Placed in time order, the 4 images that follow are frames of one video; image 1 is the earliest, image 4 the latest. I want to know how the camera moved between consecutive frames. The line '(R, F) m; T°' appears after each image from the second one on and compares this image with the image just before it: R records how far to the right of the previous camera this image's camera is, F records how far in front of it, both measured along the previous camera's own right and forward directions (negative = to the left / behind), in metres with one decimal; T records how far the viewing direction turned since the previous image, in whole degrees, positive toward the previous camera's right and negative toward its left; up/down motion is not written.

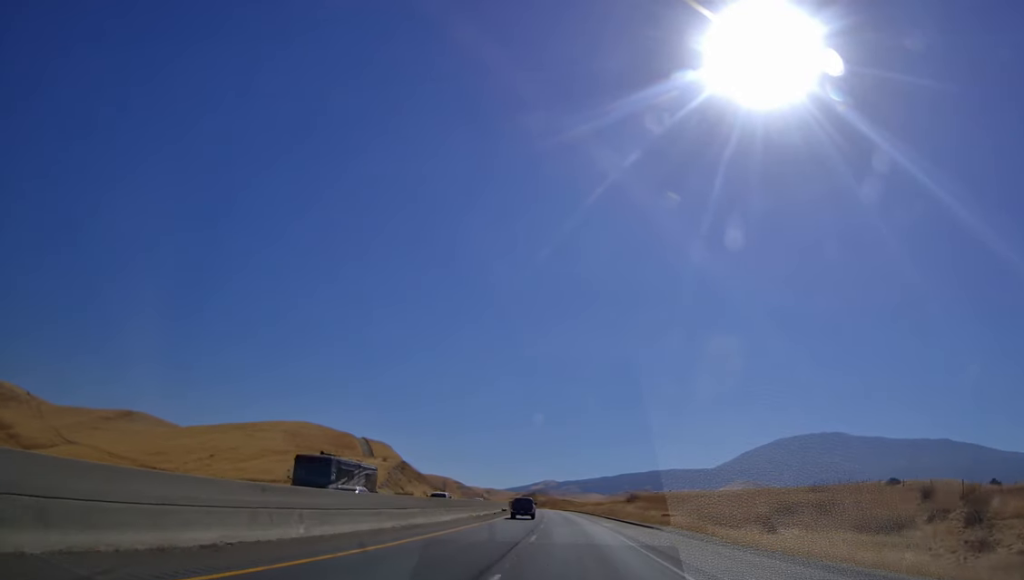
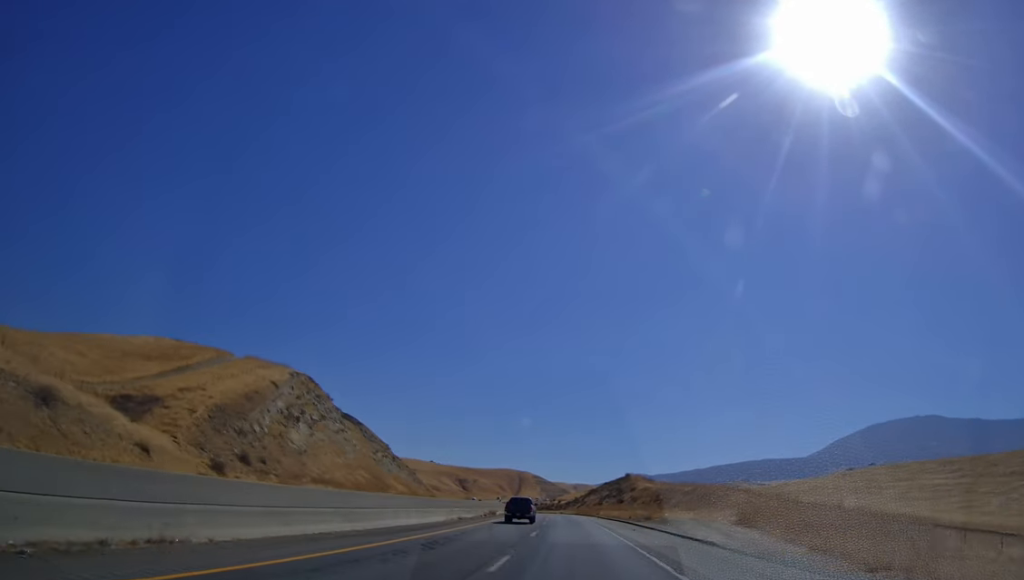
(-12.8, +197.8) m; -8°
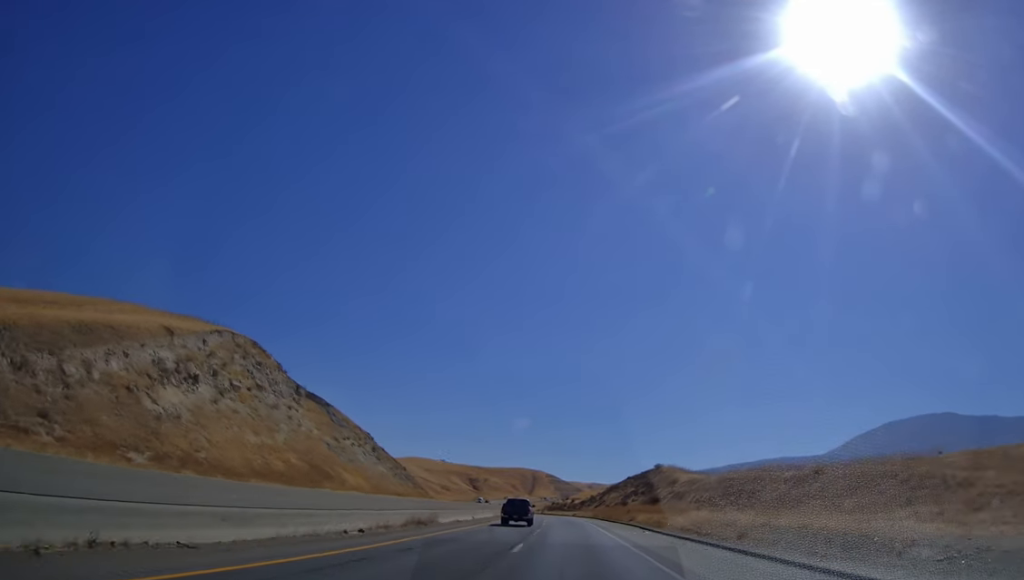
(-0.9, +37.4) m; -2°
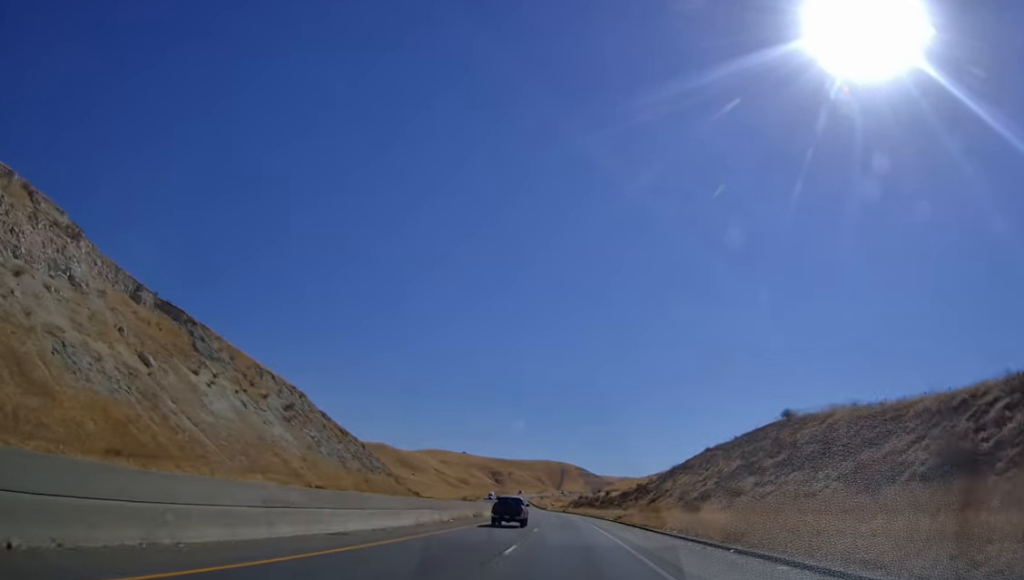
(-1.5, +72.9) m; -3°
